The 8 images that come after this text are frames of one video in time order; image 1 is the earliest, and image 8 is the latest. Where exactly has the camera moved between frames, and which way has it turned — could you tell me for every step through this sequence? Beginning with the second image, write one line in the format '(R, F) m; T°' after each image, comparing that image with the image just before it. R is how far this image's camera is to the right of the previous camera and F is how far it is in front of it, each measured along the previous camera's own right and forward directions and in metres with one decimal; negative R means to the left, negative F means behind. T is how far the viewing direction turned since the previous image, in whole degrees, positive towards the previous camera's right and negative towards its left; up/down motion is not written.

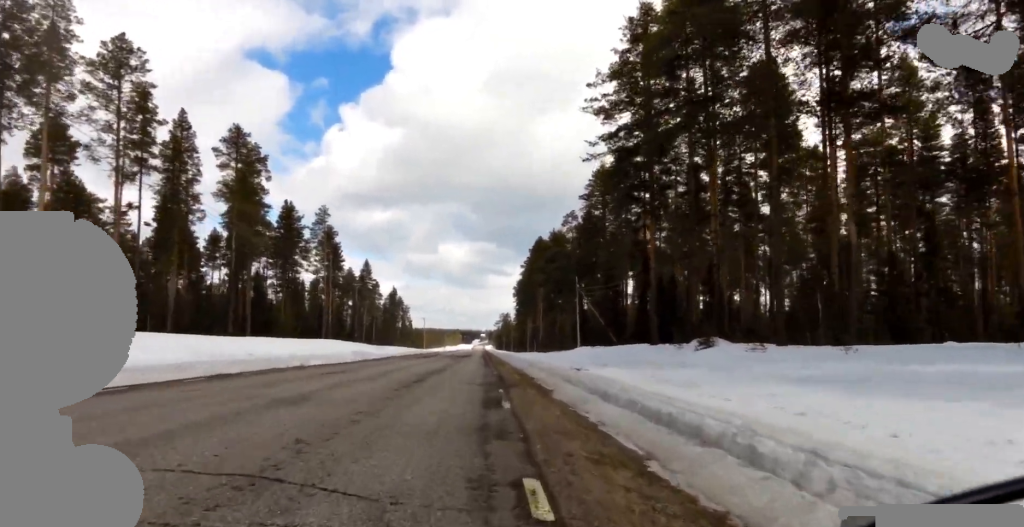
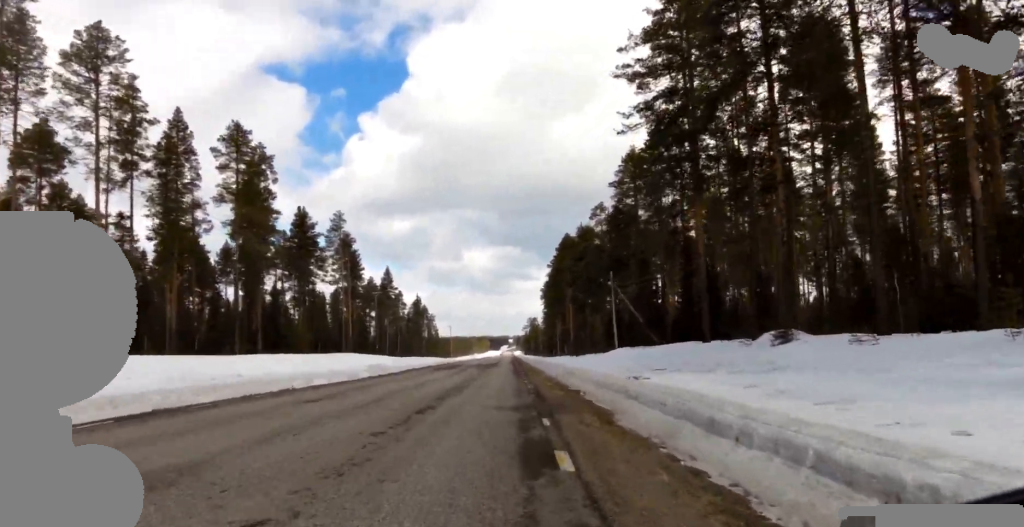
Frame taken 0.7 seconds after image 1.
(0.0, +4.2) m; 0°
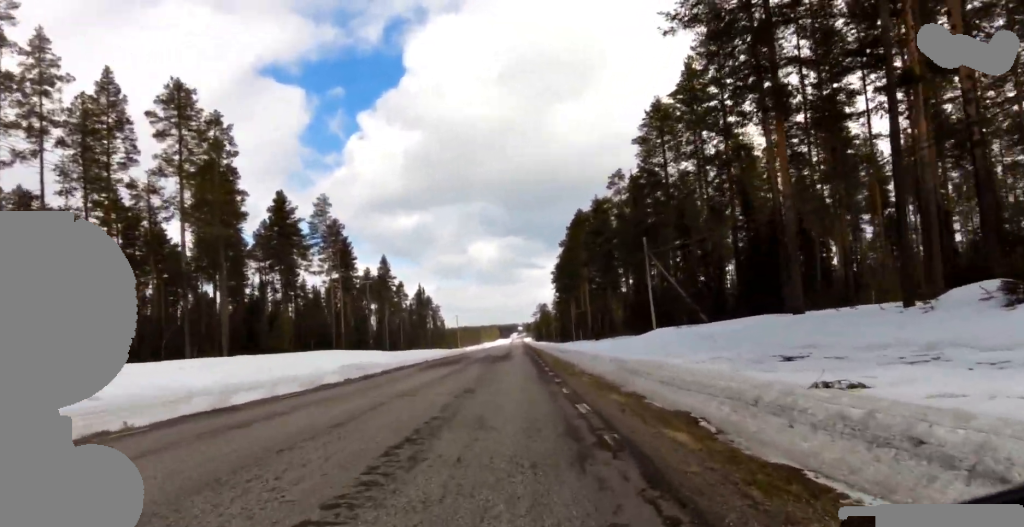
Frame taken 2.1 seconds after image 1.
(0.0, +9.0) m; 0°
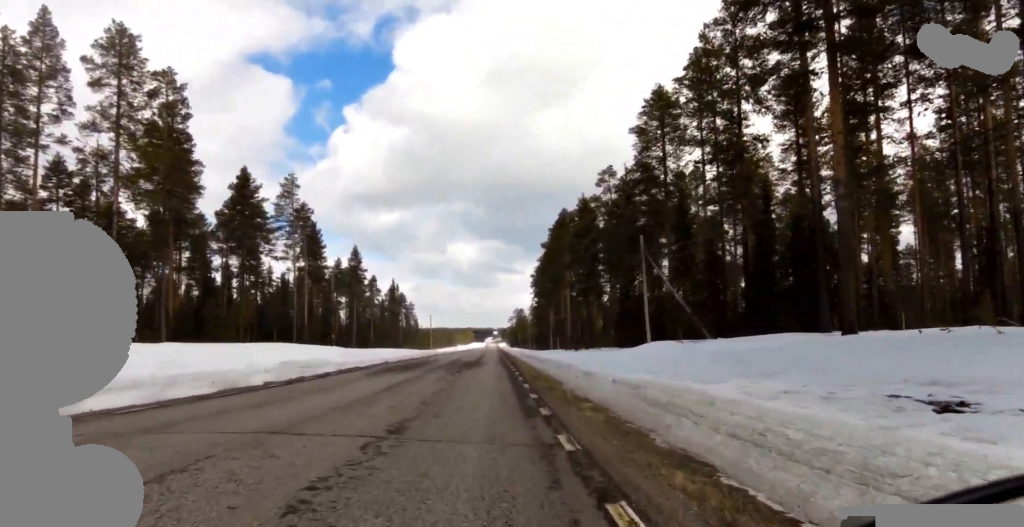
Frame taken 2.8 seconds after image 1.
(0.0, +5.0) m; 0°
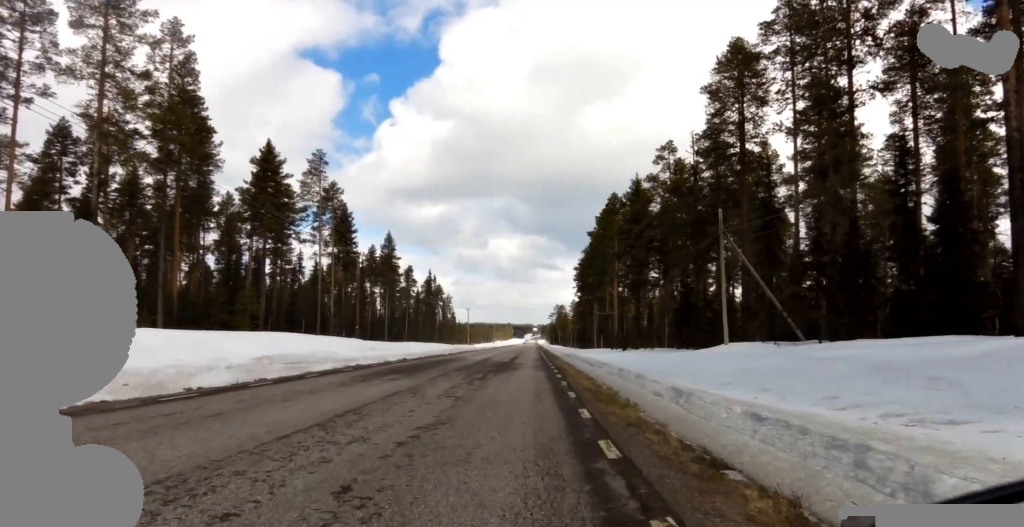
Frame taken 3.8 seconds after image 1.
(0.0, +6.4) m; 0°
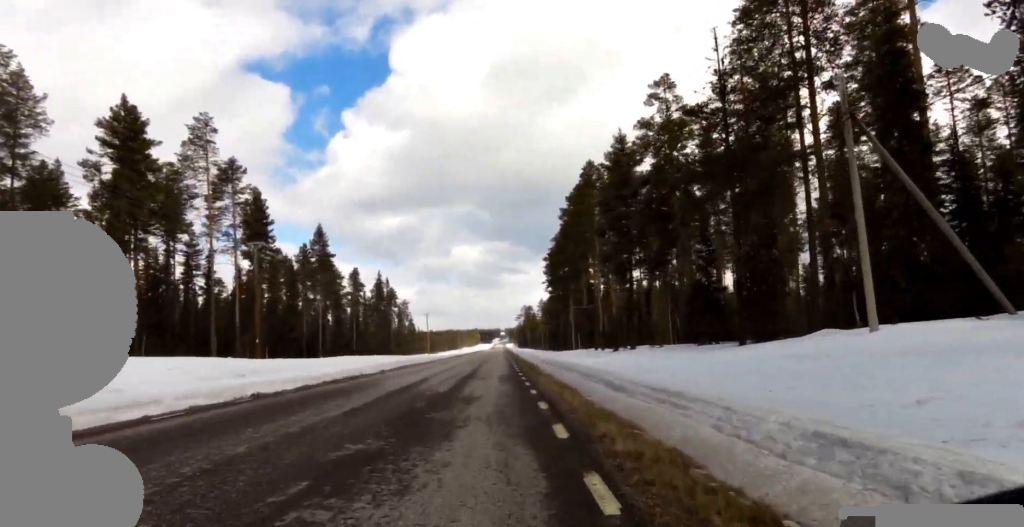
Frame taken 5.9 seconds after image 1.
(0.0, +13.8) m; 0°
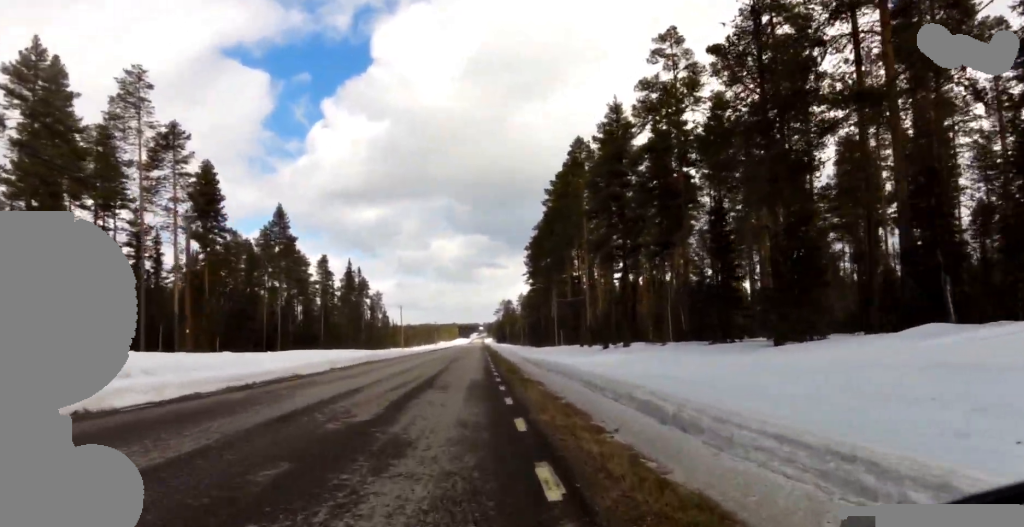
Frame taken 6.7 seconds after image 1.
(0.0, +6.0) m; 0°
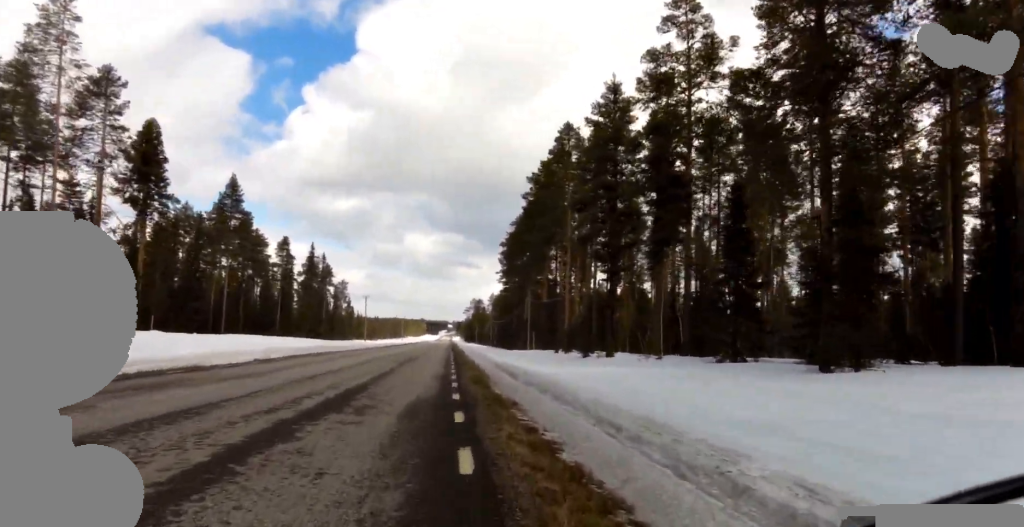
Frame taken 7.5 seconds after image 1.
(0.0, +5.5) m; -2°
